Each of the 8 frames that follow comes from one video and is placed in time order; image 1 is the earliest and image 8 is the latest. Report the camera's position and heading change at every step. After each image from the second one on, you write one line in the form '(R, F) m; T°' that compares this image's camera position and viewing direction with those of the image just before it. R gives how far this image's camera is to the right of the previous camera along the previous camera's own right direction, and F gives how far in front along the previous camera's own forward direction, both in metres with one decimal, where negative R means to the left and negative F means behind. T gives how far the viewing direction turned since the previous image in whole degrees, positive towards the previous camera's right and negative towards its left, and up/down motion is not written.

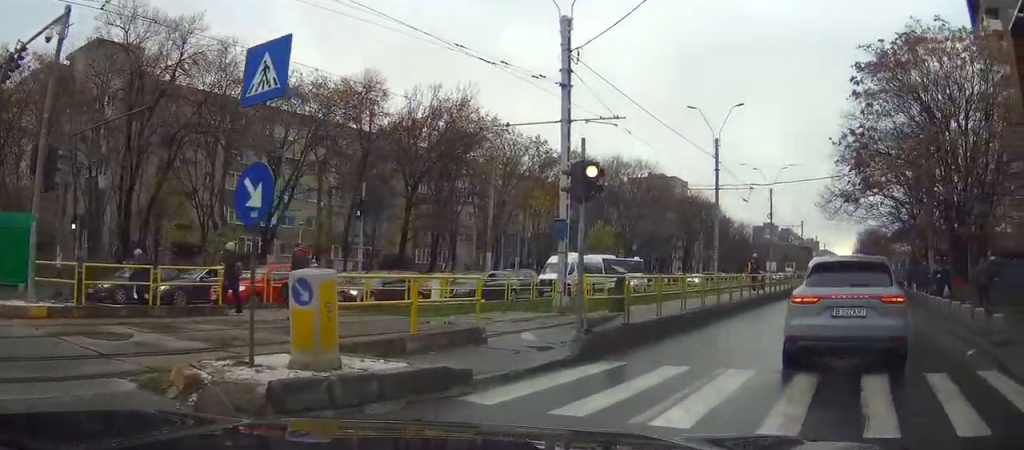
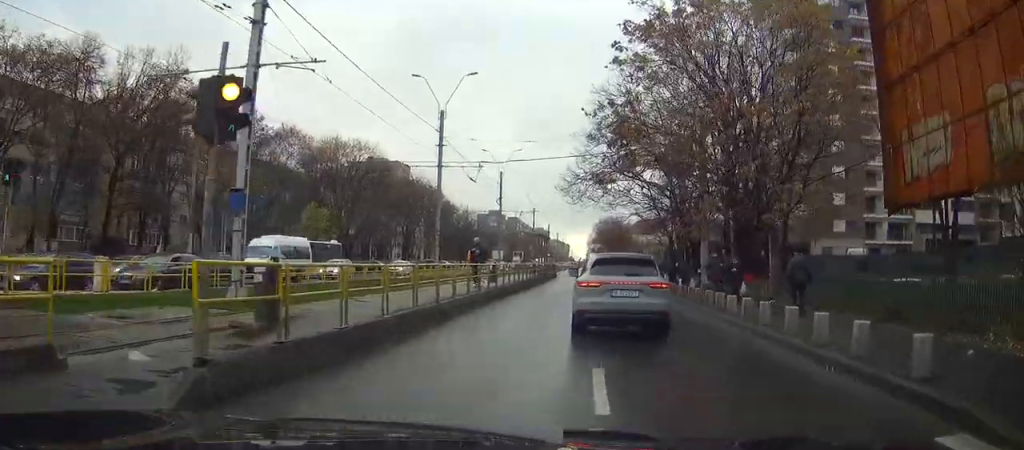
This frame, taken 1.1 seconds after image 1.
(+1.3, +3.6) m; +29°
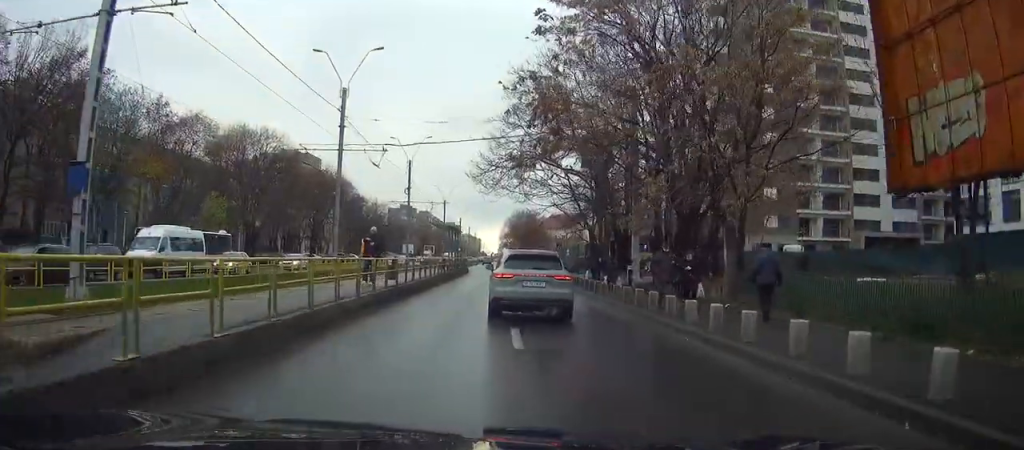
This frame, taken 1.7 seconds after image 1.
(+0.3, +3.3) m; +6°
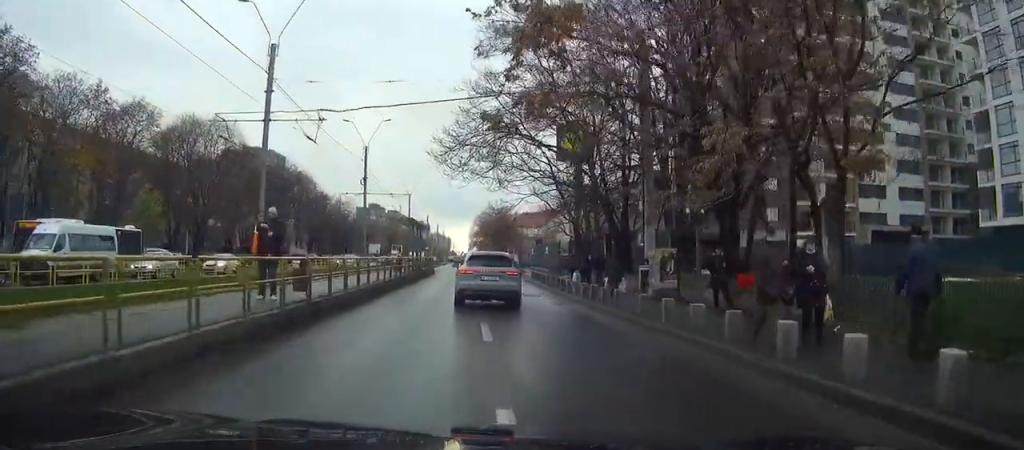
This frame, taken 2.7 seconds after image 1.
(+0.3, +7.1) m; +2°
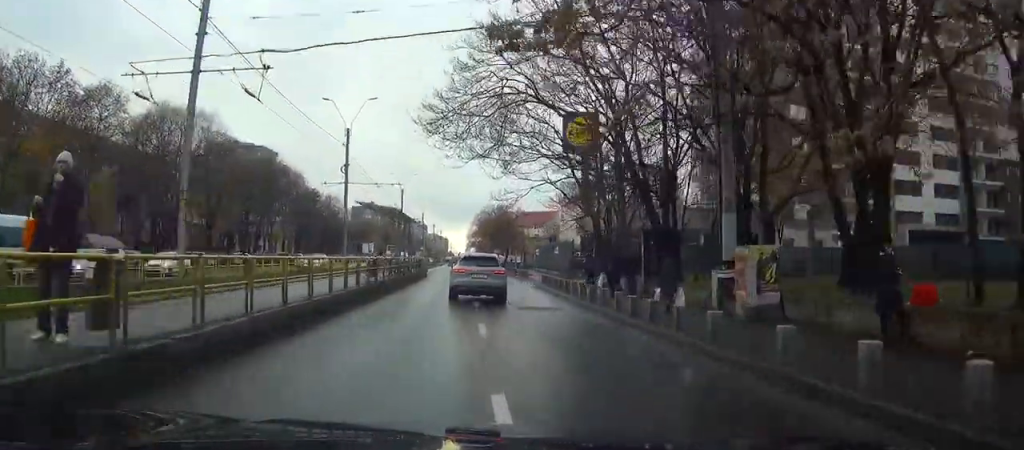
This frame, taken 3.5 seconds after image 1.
(0.0, +7.1) m; -1°
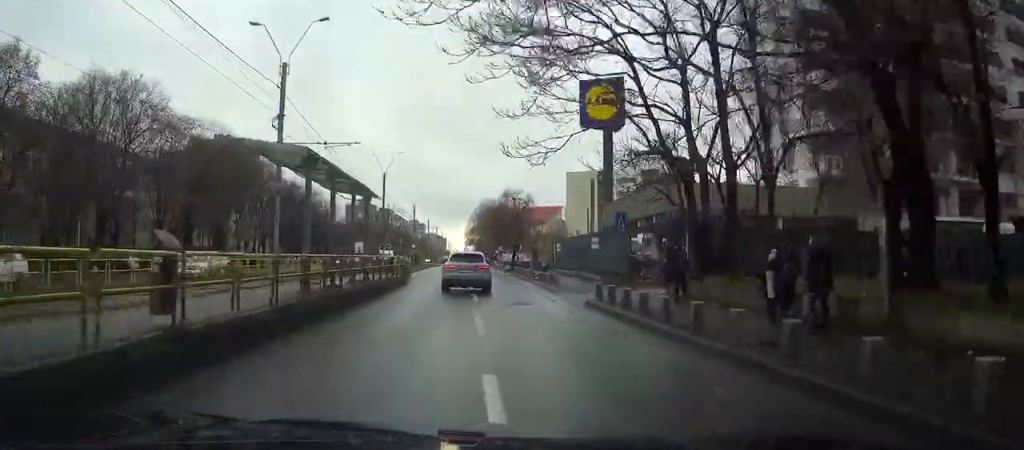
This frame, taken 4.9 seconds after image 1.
(-0.3, +15.3) m; -1°
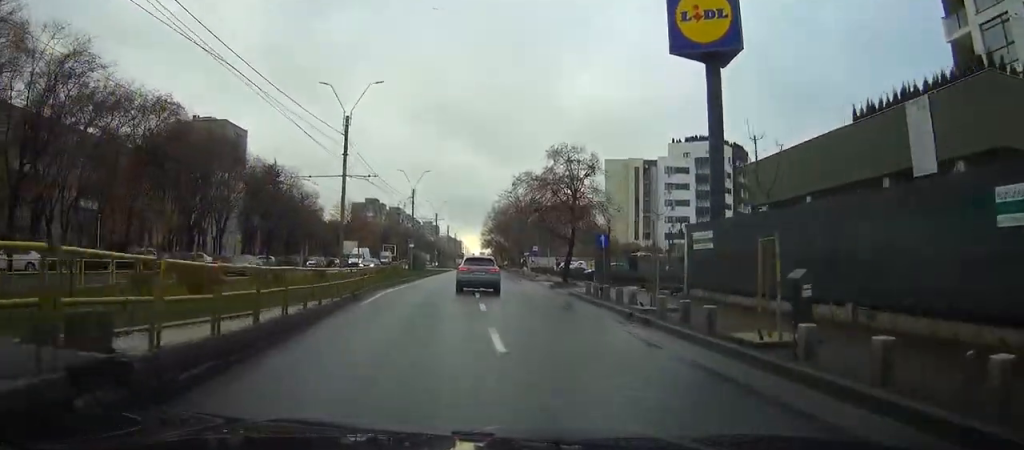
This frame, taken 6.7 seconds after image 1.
(-0.2, +27.7) m; -1°
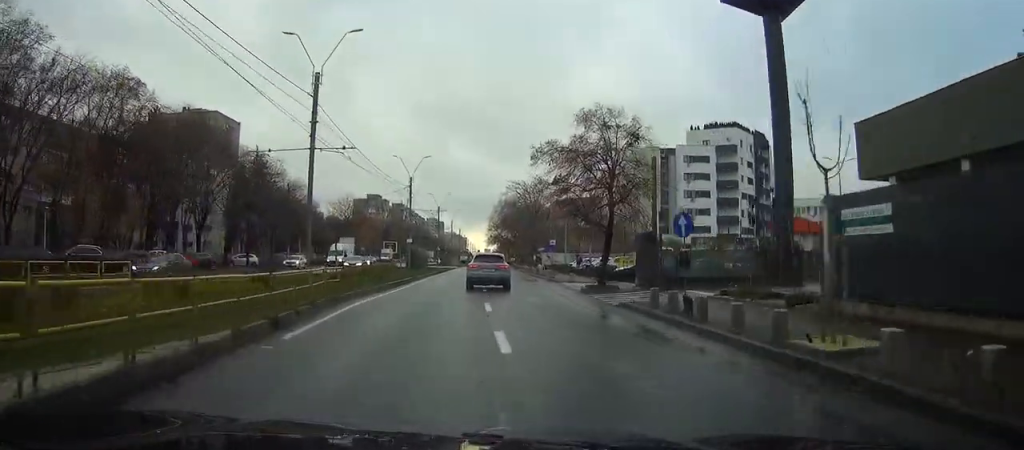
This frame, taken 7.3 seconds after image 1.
(0.0, +8.9) m; -1°
